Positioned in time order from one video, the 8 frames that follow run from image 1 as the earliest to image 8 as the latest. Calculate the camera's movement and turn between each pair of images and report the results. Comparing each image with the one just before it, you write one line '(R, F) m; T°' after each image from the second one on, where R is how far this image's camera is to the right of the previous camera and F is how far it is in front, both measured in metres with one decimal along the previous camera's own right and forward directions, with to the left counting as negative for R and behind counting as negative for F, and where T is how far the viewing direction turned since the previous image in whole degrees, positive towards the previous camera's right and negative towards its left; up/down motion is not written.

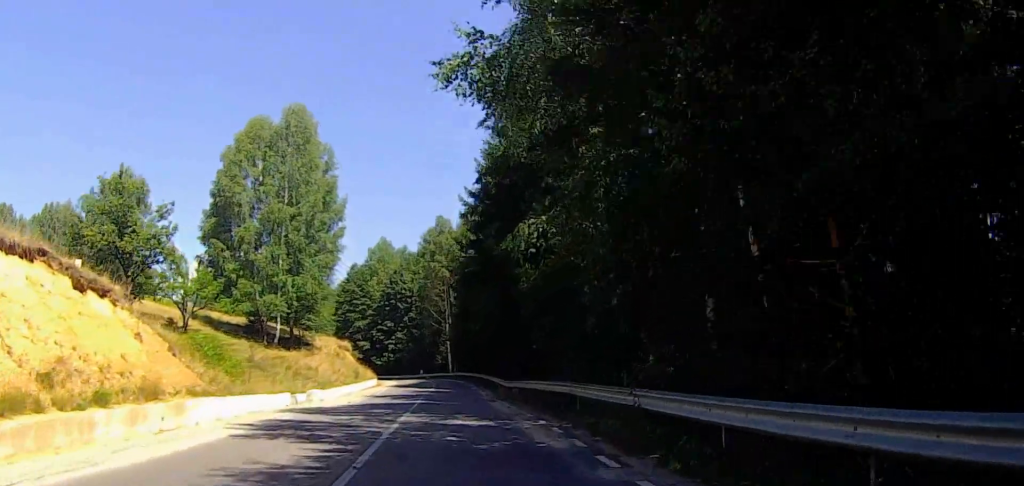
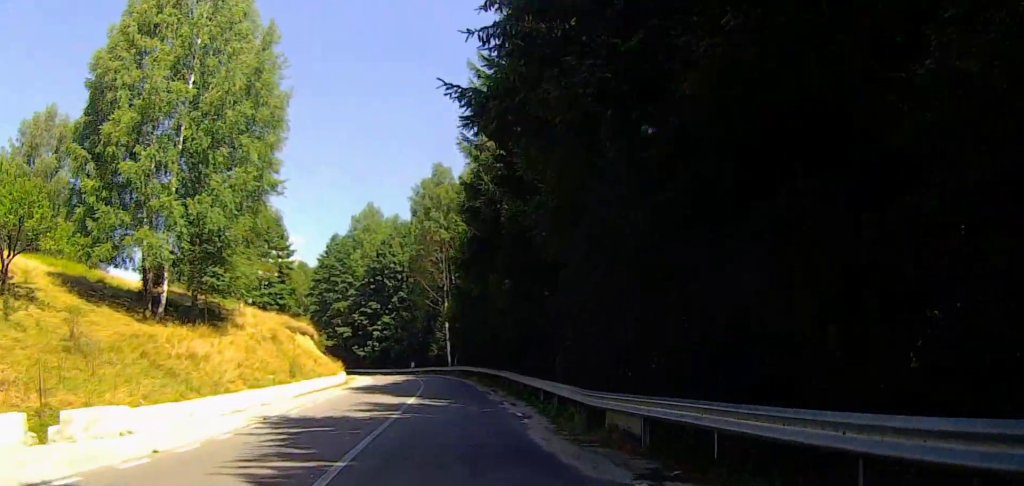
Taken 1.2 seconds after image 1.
(0.0, +20.9) m; +2°
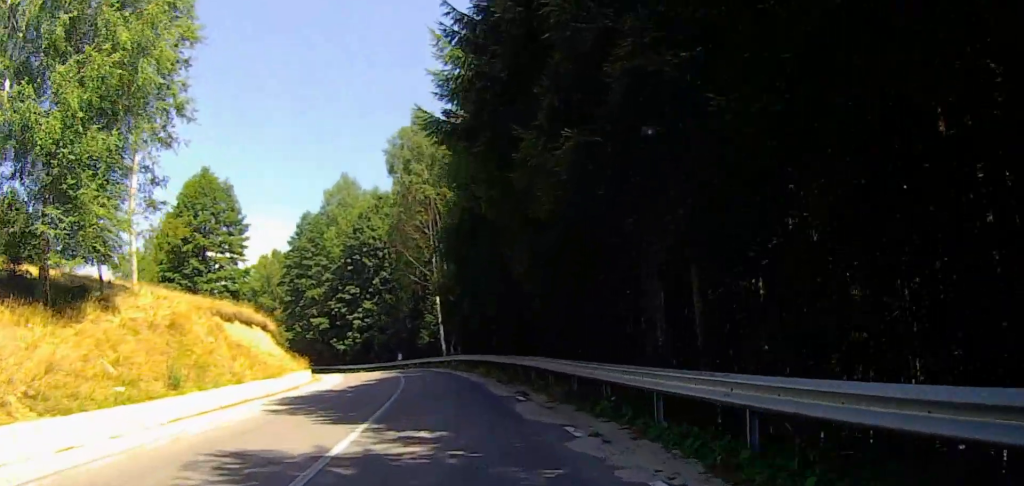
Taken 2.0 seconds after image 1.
(+0.5, +13.3) m; +2°
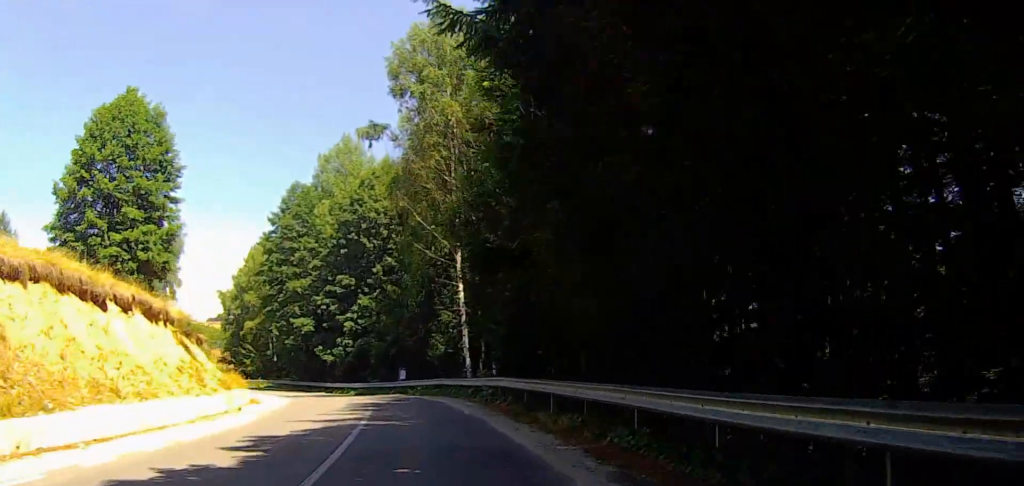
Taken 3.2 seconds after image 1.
(-0.1, +20.7) m; -5°
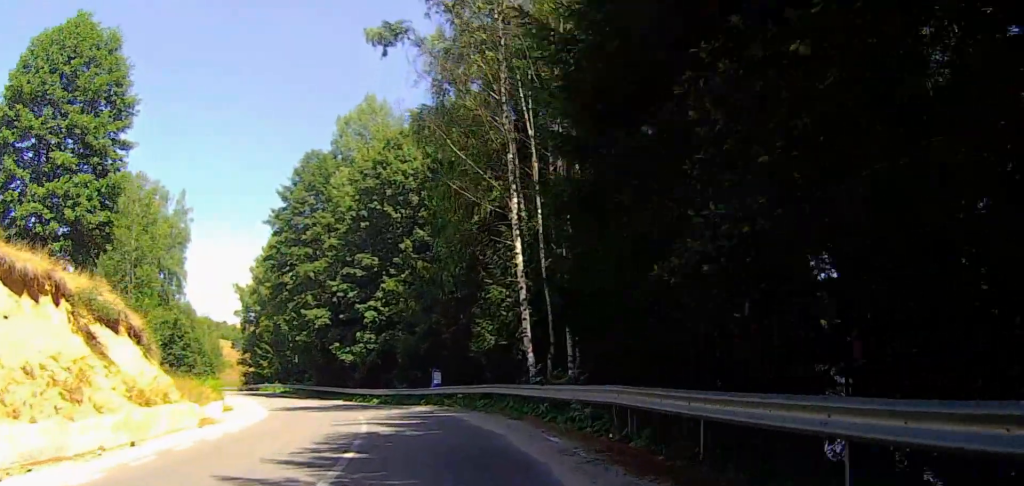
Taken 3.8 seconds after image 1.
(-0.9, +10.6) m; -4°
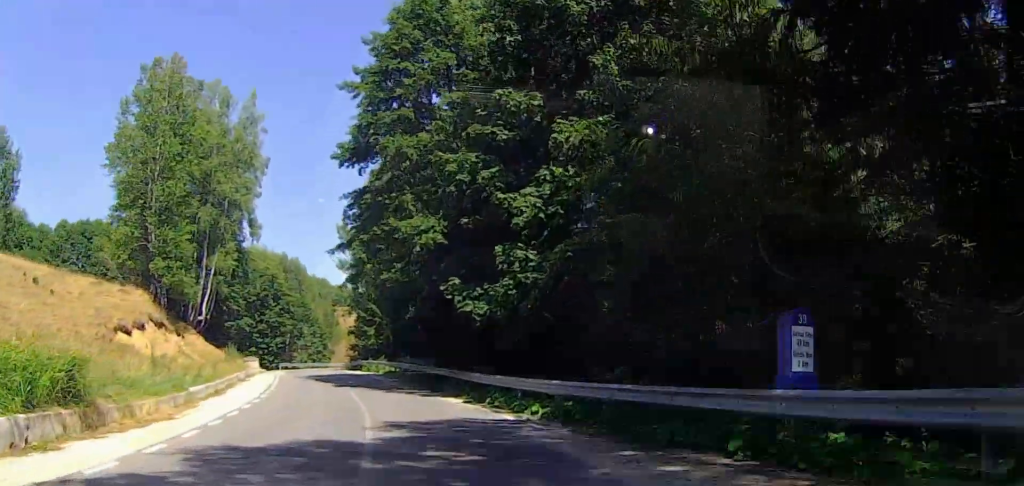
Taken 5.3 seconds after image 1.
(-1.4, +23.8) m; -9°
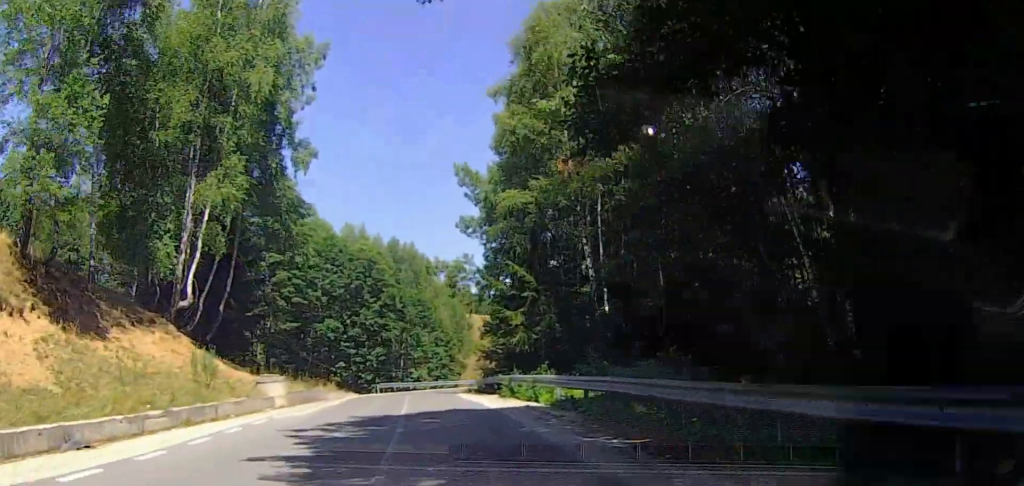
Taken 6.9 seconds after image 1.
(-3.6, +26.2) m; -13°
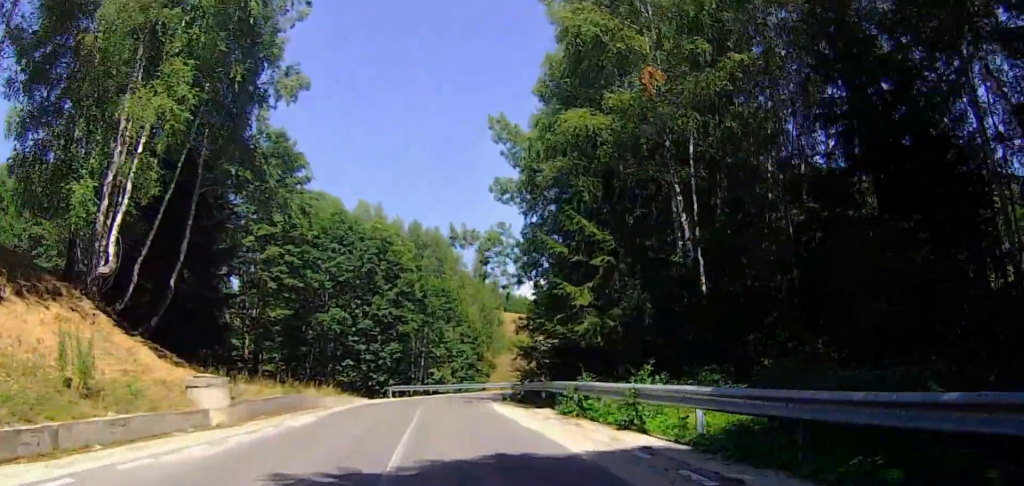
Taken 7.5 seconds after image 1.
(-0.3, +9.0) m; -3°
